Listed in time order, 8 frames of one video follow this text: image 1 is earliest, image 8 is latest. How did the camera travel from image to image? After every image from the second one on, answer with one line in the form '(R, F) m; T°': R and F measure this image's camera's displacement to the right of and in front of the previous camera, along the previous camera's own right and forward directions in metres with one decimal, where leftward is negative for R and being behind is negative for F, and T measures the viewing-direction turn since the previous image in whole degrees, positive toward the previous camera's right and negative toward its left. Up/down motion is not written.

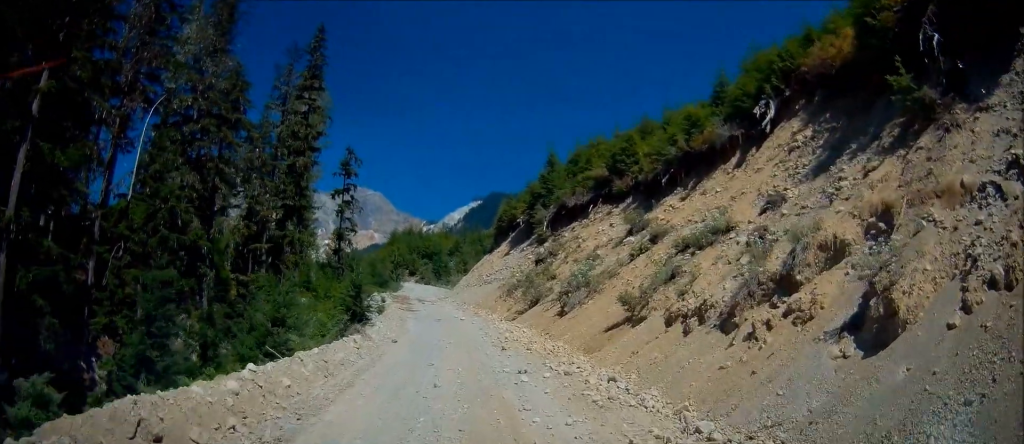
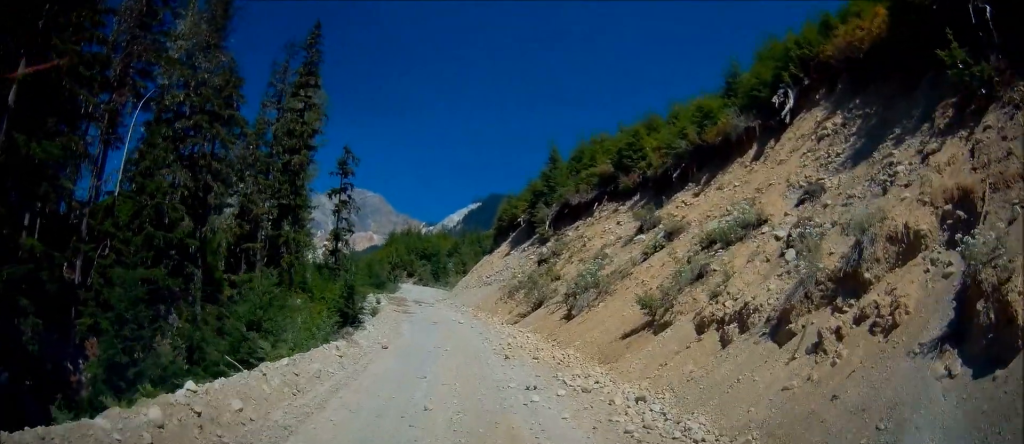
(0.0, +1.8) m; 0°
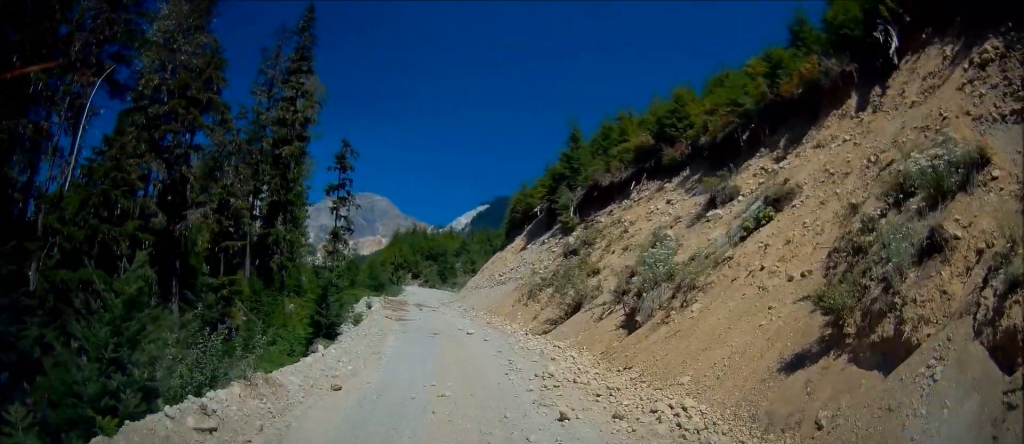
(0.0, +7.2) m; -4°
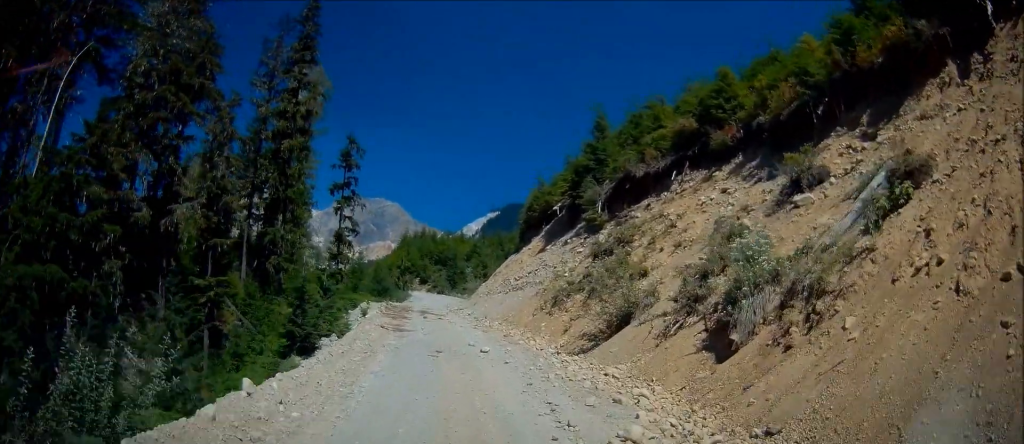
(-0.4, +4.7) m; -5°
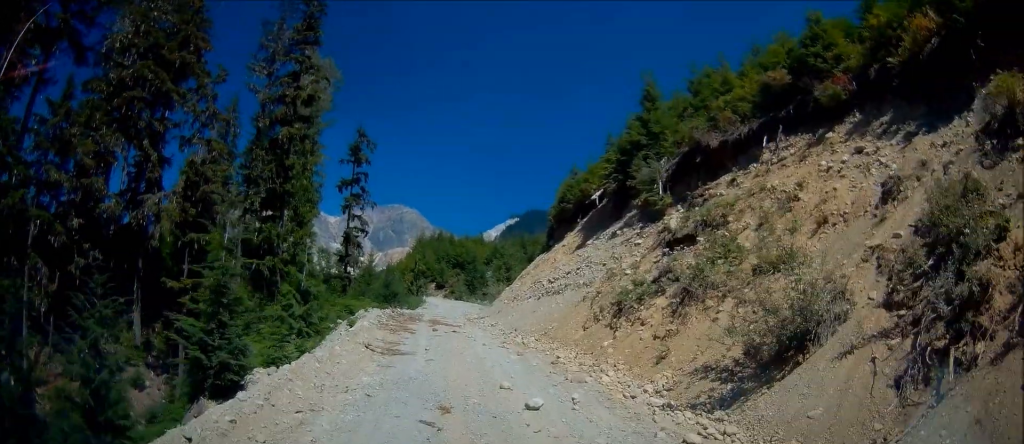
(+0.5, +7.2) m; +4°
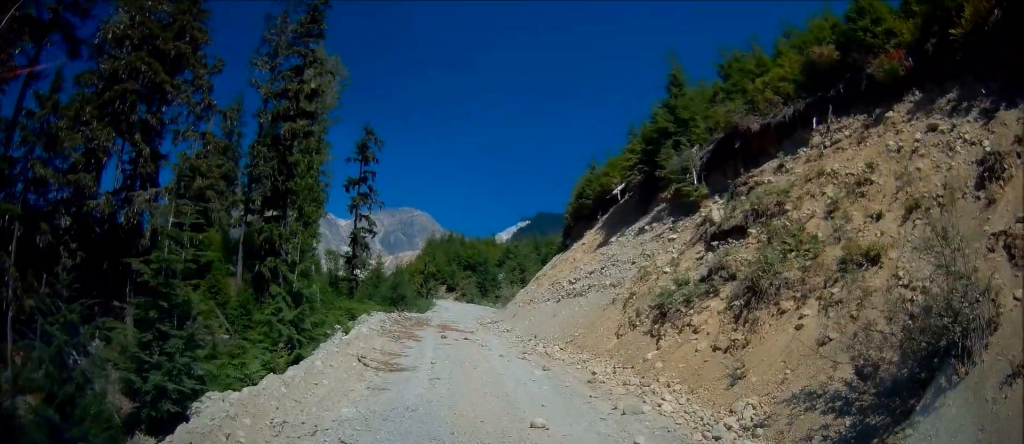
(+0.1, +2.7) m; -2°
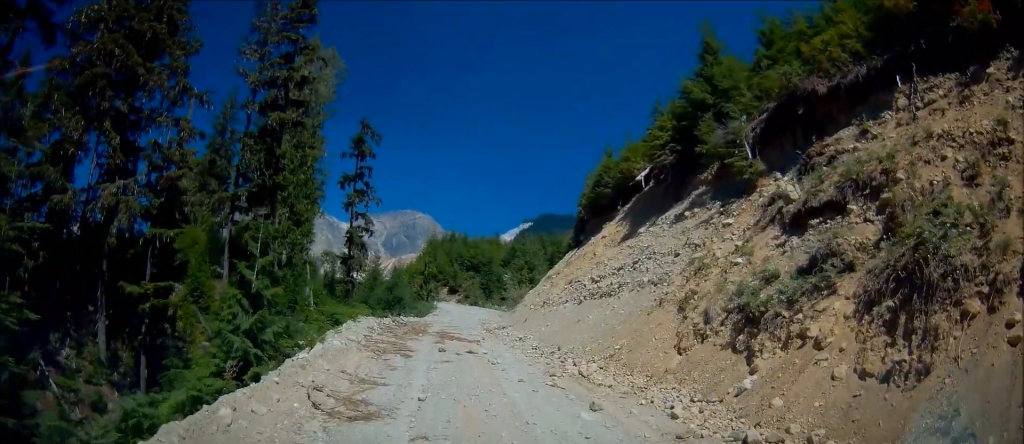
(-0.4, +4.6) m; 0°
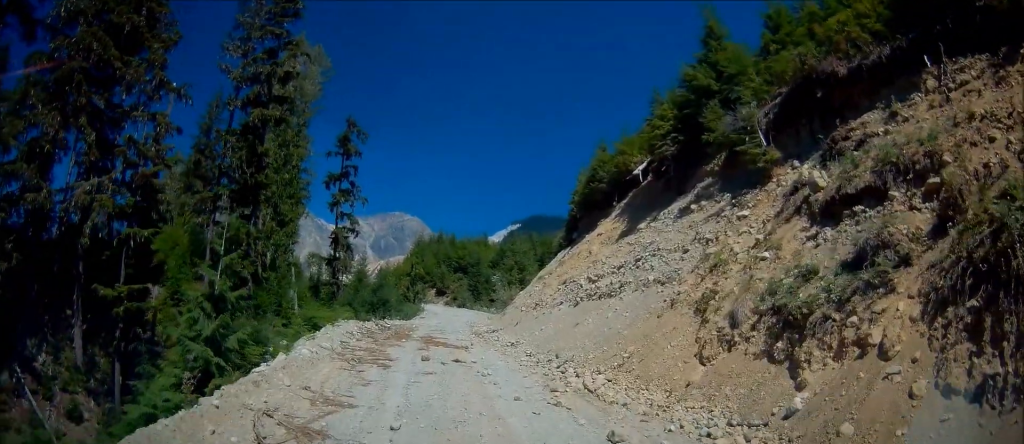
(+0.2, +1.9) m; +1°
